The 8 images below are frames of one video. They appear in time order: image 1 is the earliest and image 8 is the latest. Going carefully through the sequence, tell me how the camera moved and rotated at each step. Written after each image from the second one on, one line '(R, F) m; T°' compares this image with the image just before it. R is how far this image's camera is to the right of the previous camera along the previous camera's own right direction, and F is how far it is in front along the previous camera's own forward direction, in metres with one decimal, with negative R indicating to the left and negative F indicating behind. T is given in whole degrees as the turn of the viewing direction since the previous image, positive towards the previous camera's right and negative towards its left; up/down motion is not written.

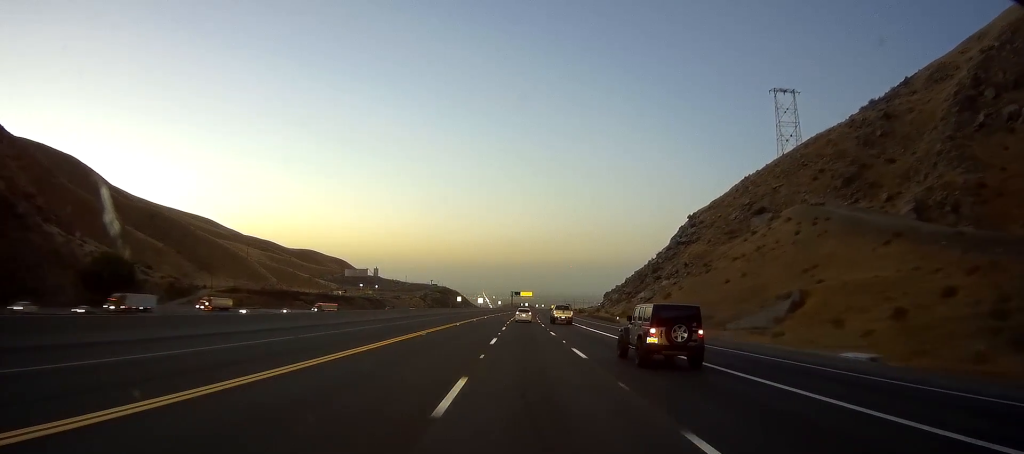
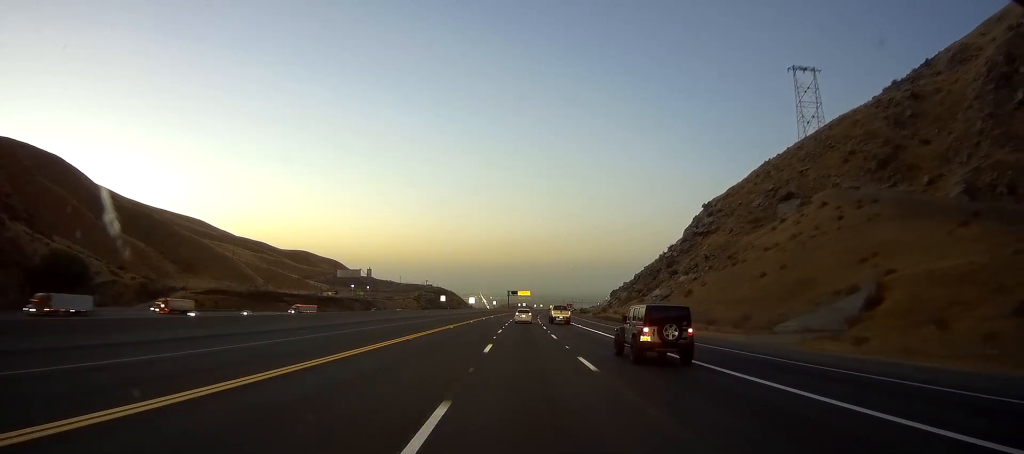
(0.0, +17.8) m; 0°
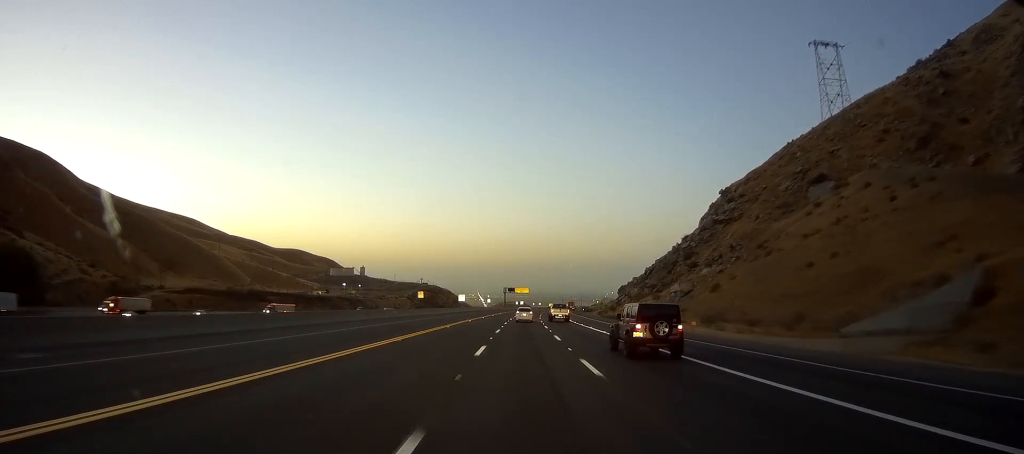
(0.0, +16.6) m; +1°
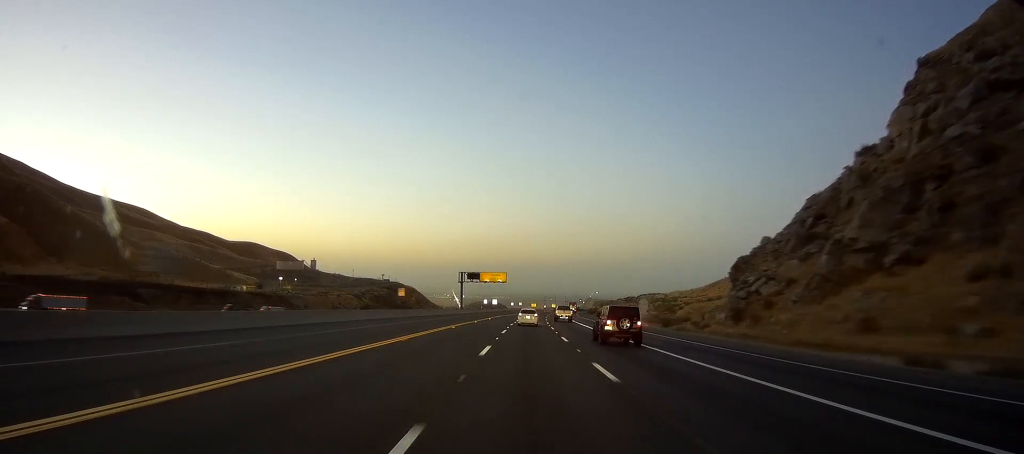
(+2.4, +87.2) m; +3°
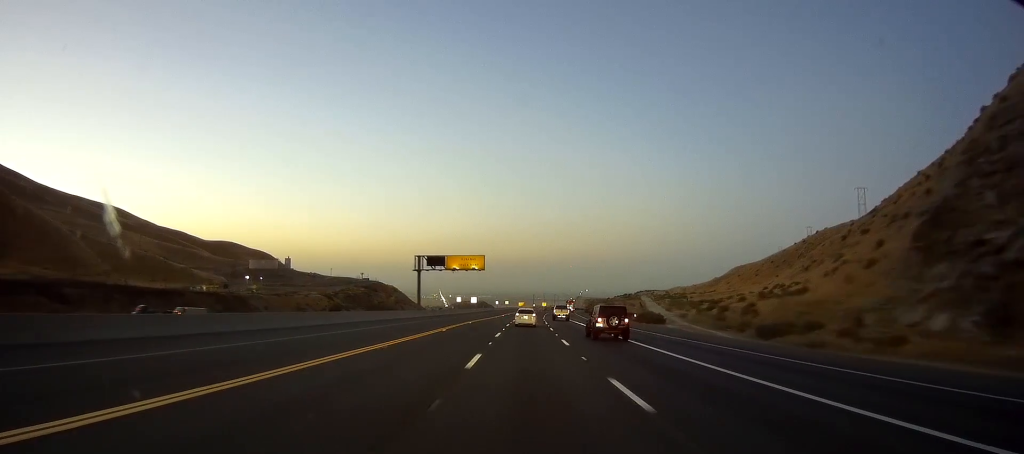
(+0.6, +32.2) m; +1°
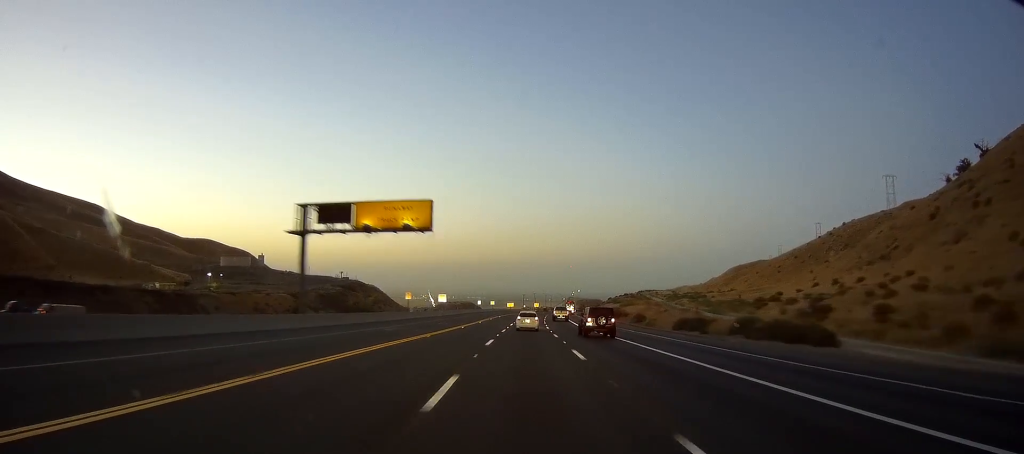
(+0.3, +35.2) m; +1°
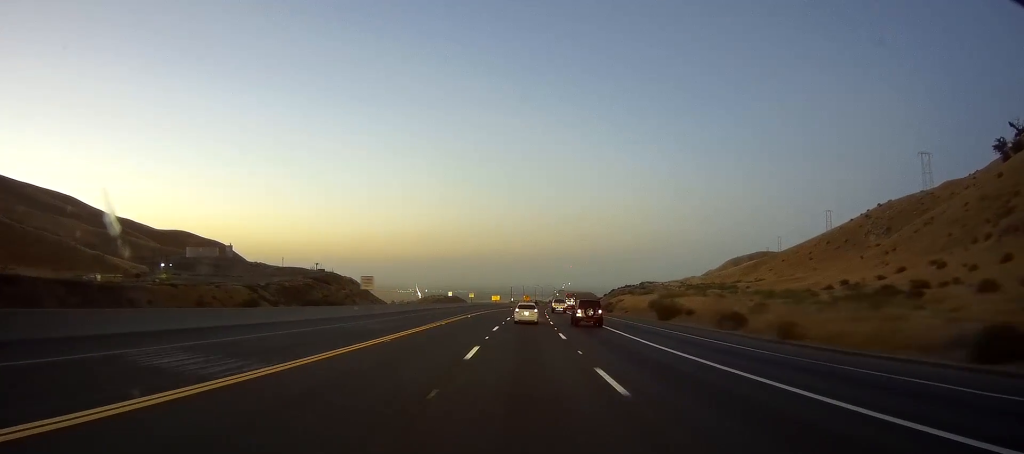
(+0.6, +37.2) m; +2°
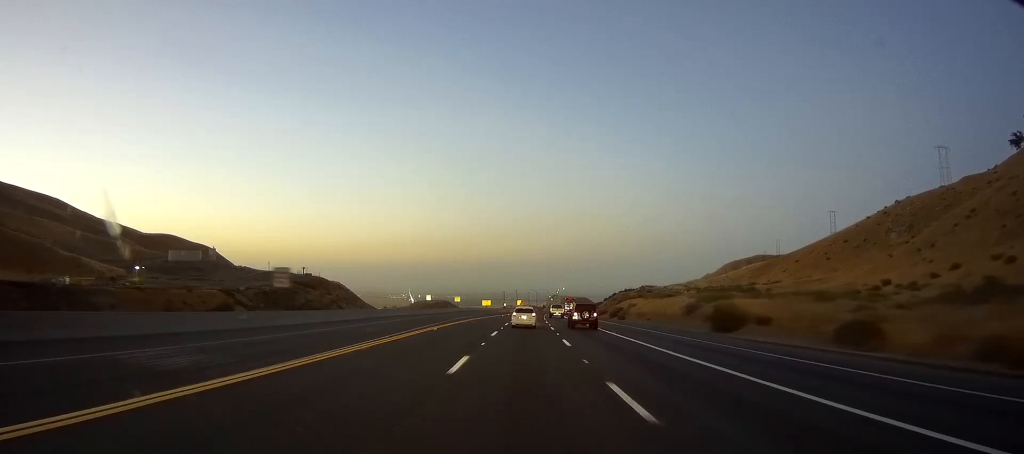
(-0.2, +16.9) m; +1°
